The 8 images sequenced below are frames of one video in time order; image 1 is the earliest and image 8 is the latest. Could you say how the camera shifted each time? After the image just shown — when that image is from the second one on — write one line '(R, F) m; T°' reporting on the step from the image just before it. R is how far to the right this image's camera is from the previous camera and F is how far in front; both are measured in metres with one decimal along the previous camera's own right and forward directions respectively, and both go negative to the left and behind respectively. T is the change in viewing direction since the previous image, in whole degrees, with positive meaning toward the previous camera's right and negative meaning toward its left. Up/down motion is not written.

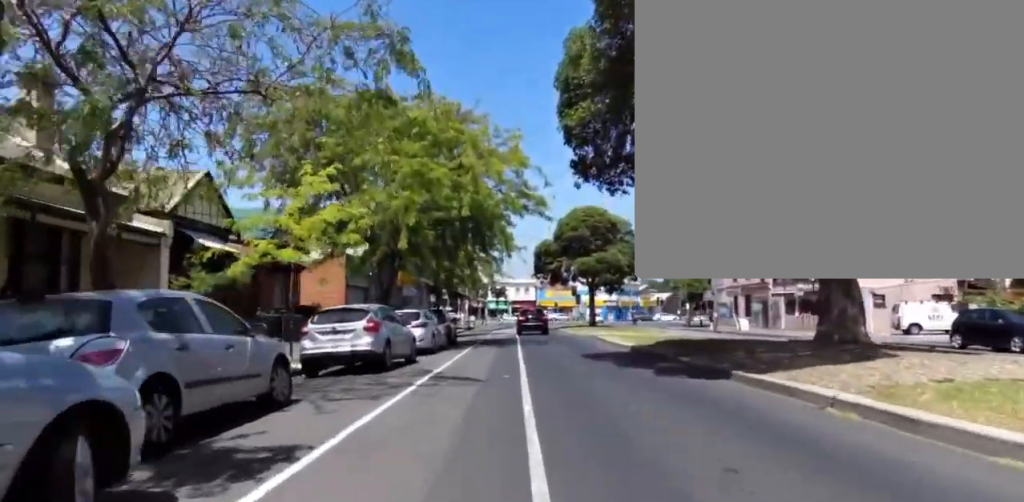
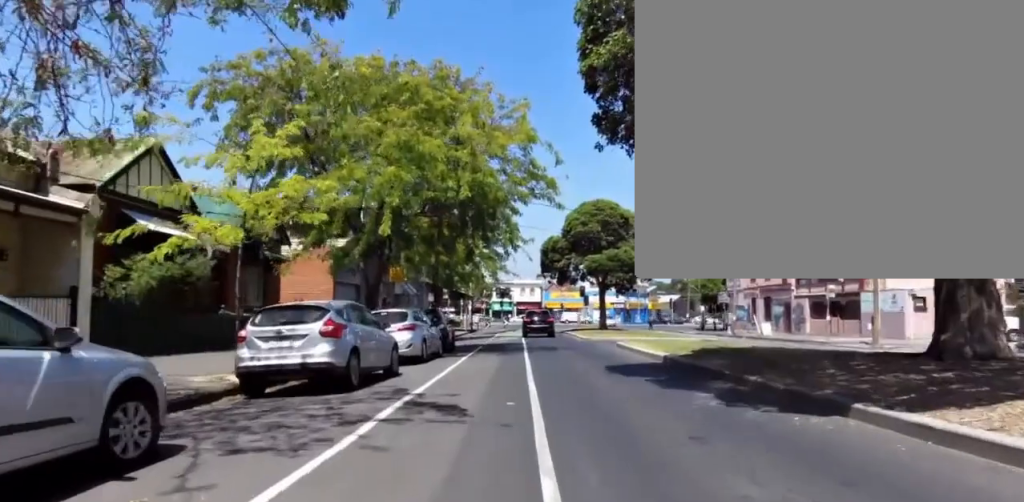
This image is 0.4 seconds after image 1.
(+0.1, +3.2) m; +3°
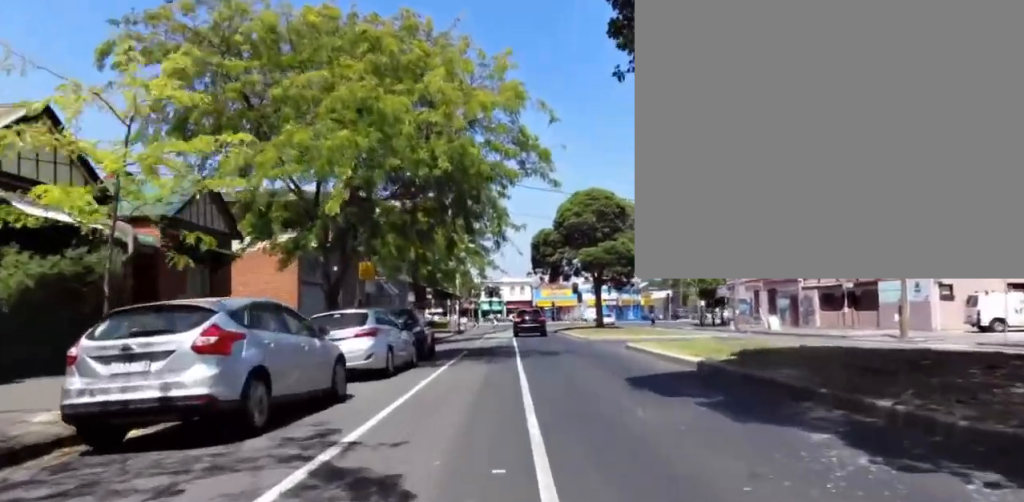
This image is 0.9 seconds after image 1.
(0.0, +3.3) m; +2°
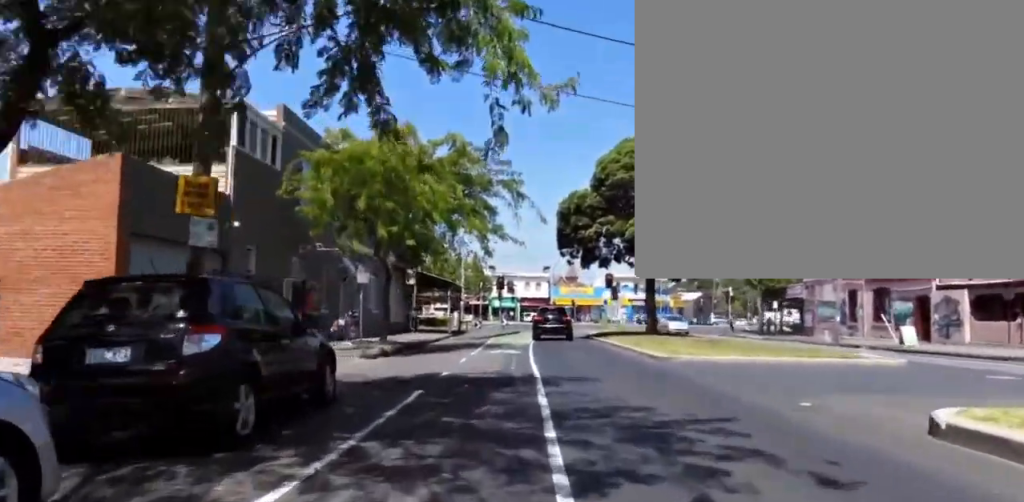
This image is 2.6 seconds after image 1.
(+0.5, +12.6) m; -1°
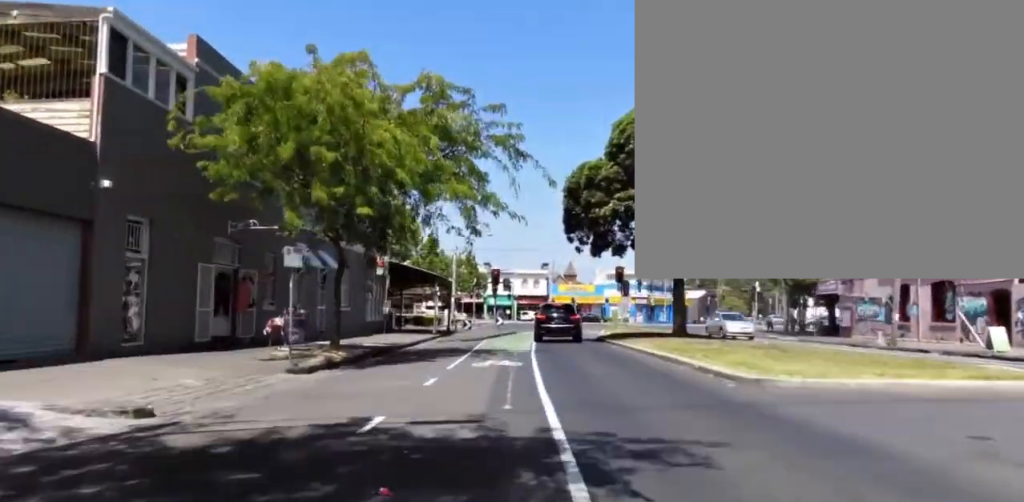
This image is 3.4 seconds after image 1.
(-0.2, +5.1) m; -8°
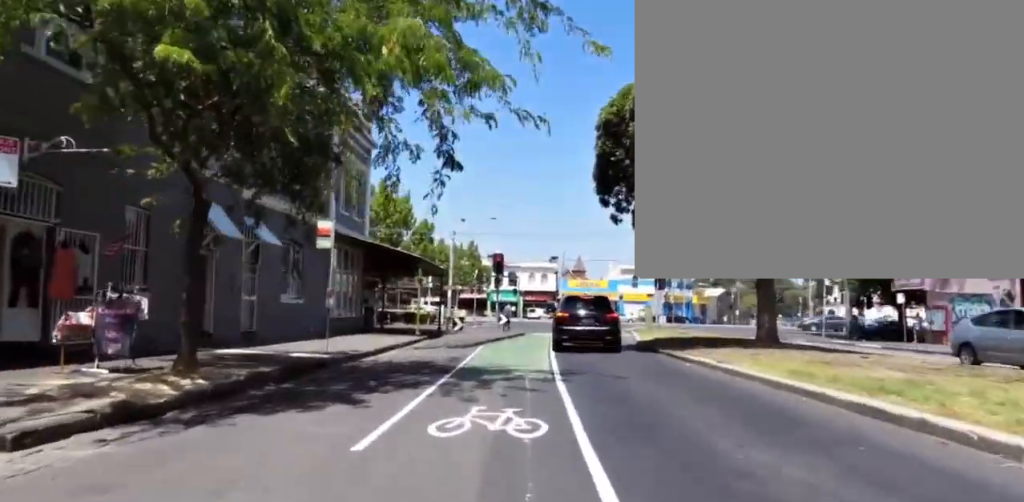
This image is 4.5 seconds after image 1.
(-0.7, +5.6) m; -9°
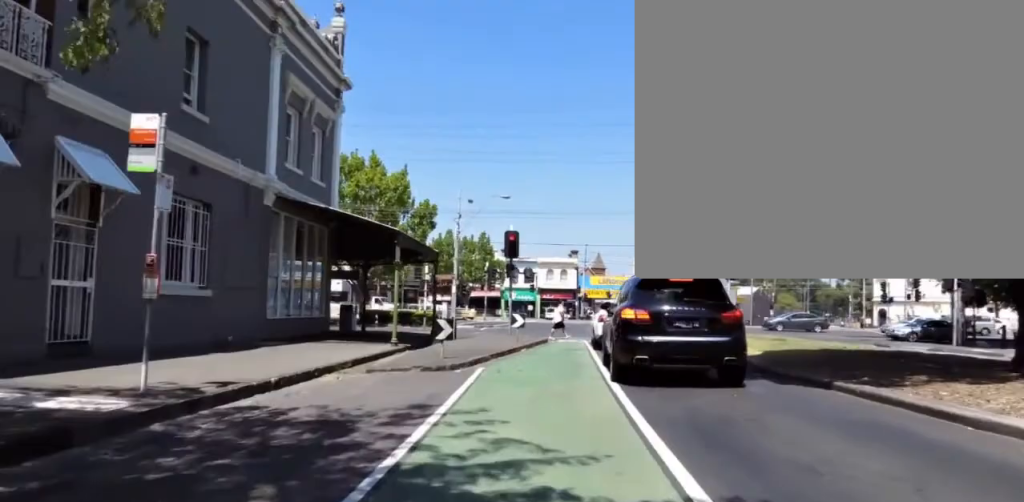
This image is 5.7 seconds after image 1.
(-0.2, +7.3) m; -5°
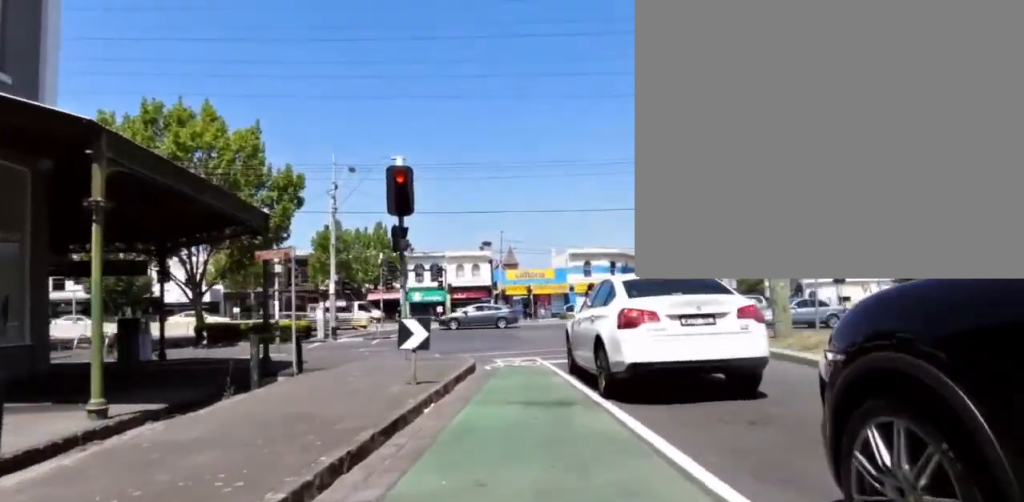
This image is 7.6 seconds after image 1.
(-0.4, +10.6) m; +12°
